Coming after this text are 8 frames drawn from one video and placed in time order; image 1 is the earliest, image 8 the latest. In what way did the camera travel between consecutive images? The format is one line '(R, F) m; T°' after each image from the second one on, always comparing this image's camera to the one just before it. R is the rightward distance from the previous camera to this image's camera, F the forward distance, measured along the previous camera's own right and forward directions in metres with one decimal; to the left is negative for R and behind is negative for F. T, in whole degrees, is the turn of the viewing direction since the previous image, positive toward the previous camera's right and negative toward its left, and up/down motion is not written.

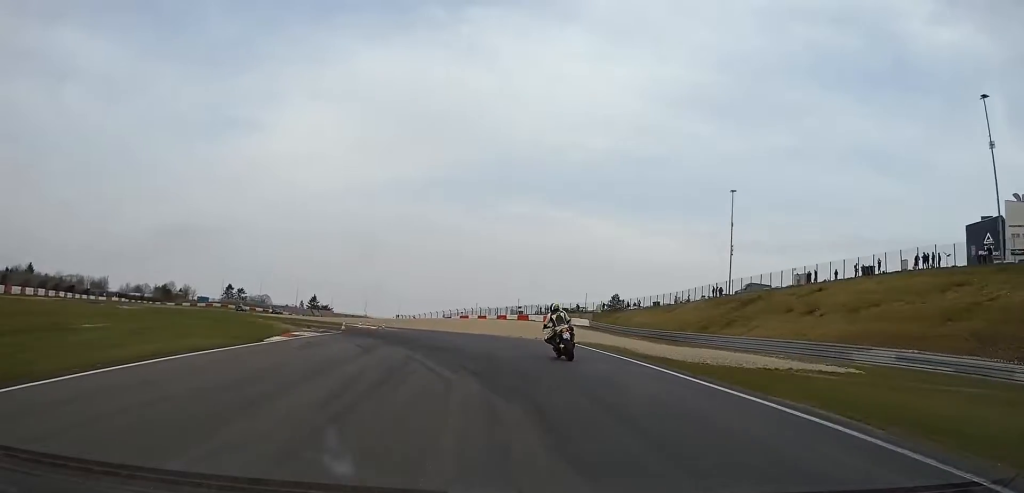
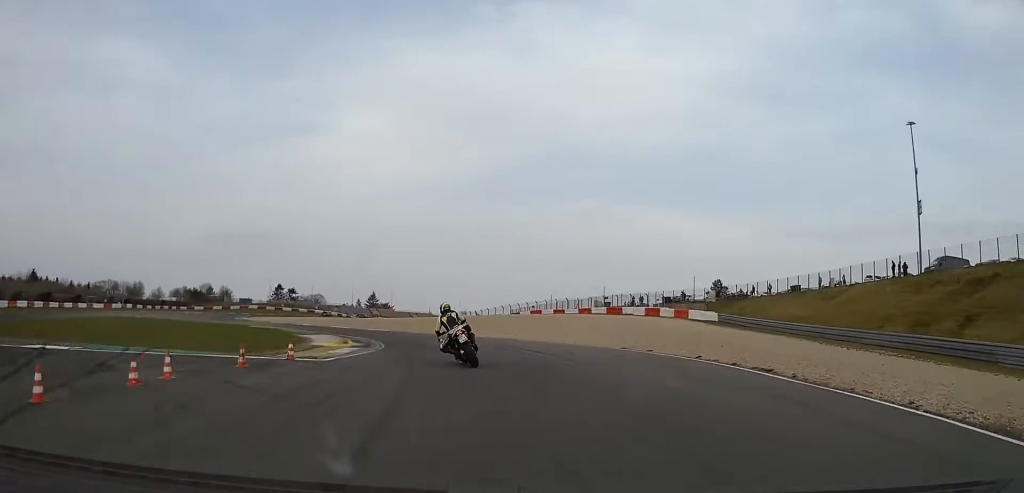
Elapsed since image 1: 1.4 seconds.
(-0.8, +34.0) m; -7°
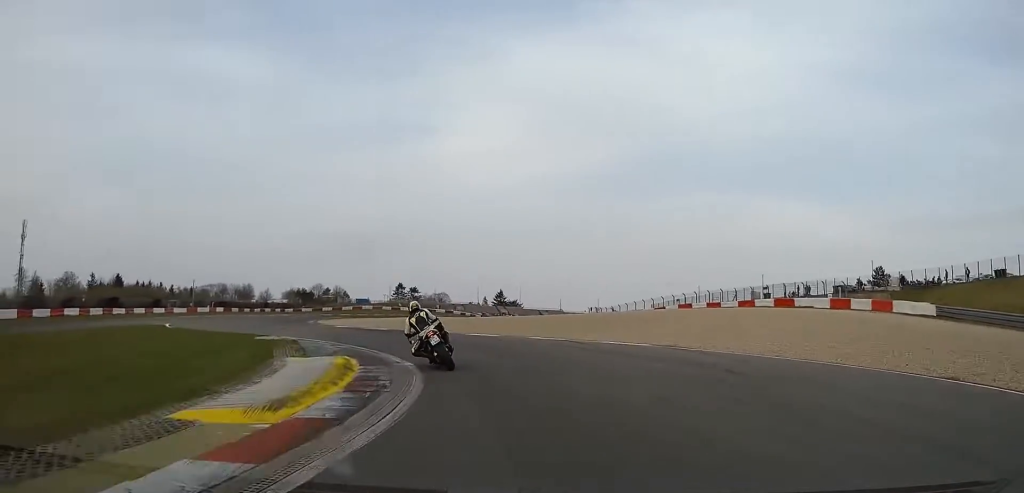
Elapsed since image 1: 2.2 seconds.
(-1.5, +17.2) m; -12°
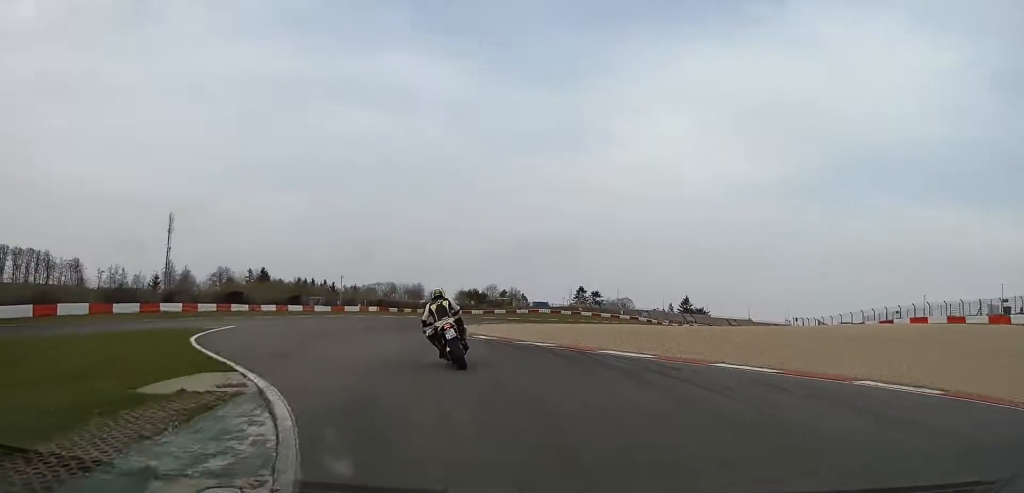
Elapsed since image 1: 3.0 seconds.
(-2.6, +17.9) m; -12°
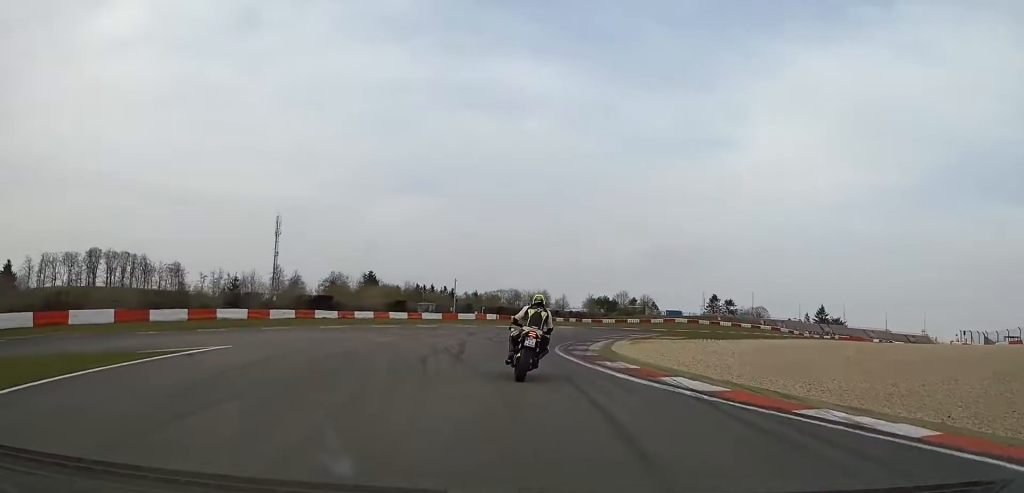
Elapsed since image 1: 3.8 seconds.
(-1.4, +15.8) m; -6°
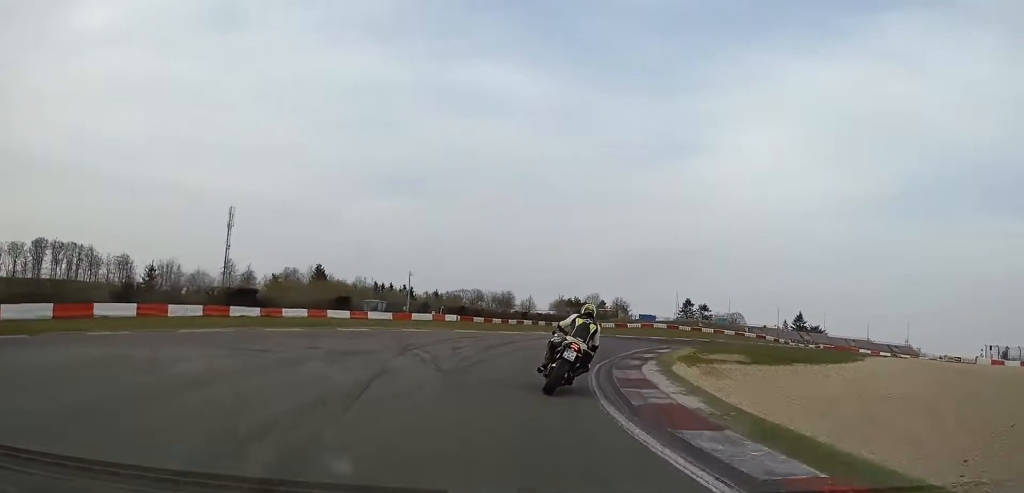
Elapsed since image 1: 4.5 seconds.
(-0.7, +15.8) m; -1°
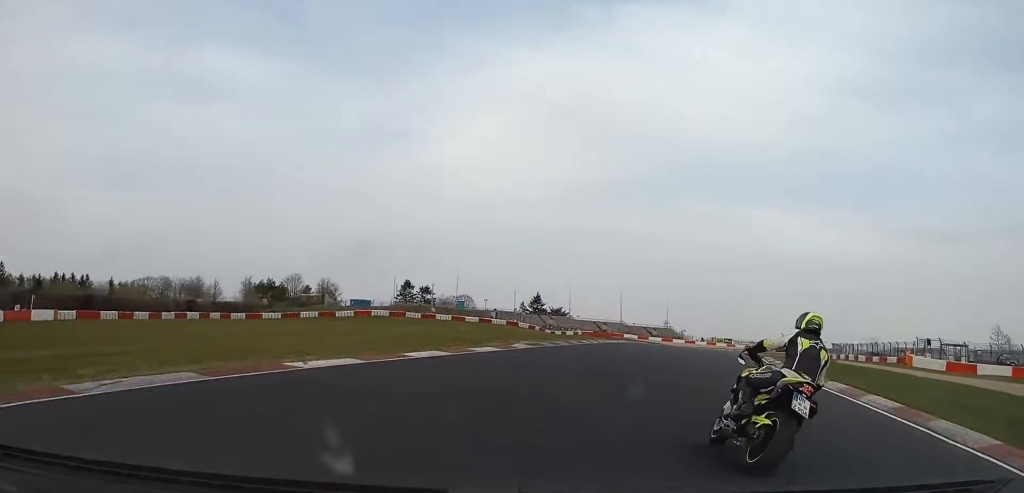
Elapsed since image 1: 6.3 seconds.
(+4.5, +41.9) m; +21°
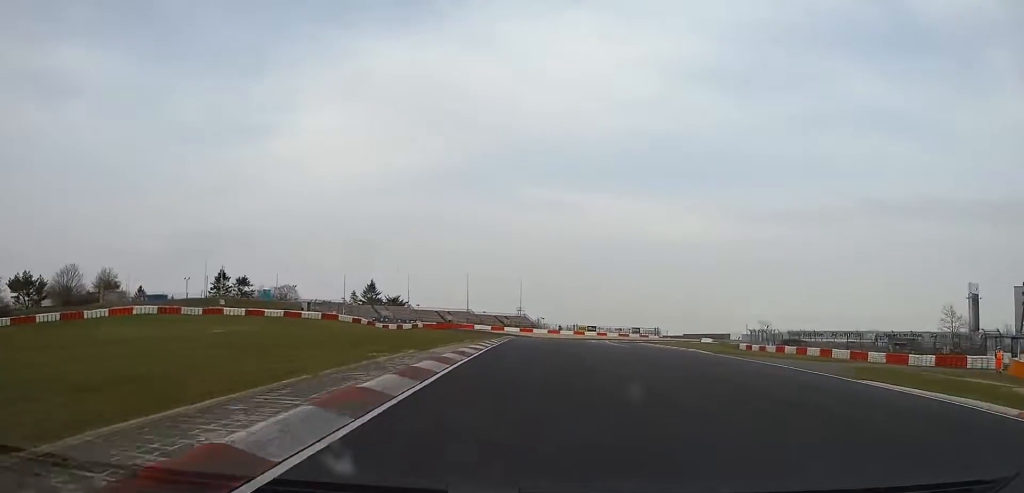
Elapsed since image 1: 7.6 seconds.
(+6.1, +35.0) m; +14°
